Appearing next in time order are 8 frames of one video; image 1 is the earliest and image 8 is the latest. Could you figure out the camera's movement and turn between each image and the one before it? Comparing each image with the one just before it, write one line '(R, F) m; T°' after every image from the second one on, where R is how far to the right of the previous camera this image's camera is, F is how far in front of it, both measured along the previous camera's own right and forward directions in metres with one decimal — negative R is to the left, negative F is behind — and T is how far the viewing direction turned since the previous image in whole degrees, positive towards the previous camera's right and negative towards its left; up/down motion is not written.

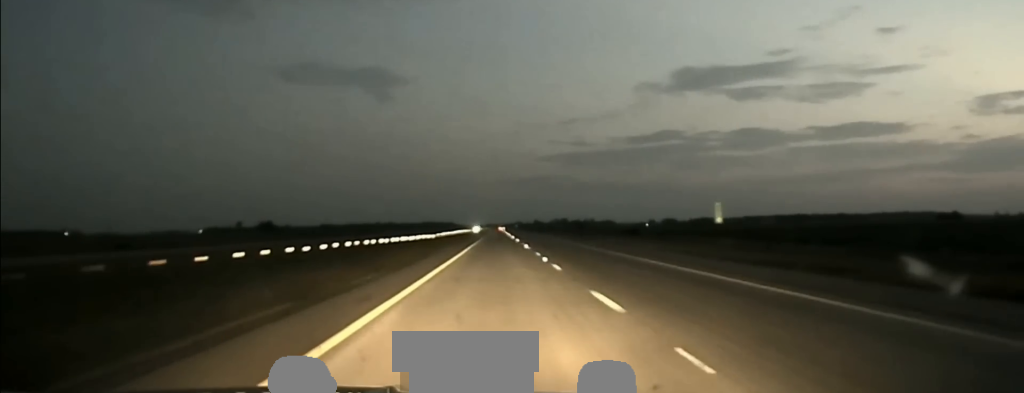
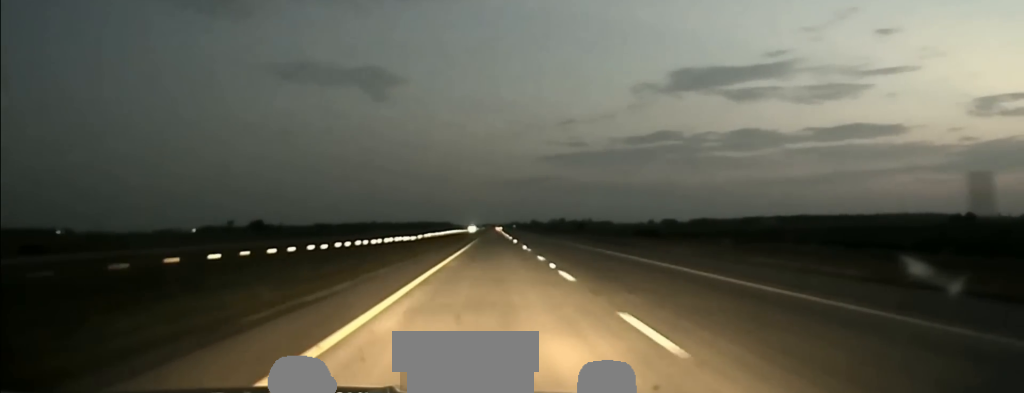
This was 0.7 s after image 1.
(-0.1, +28.3) m; 0°
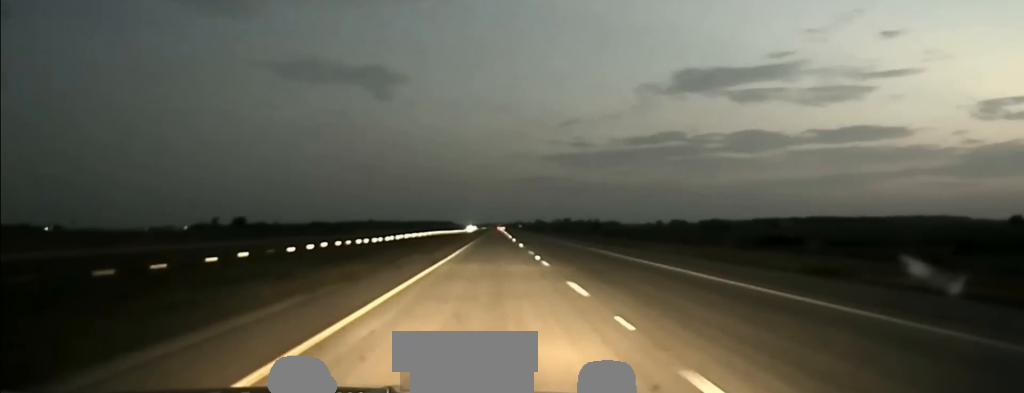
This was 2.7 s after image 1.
(+0.4, +85.8) m; 0°
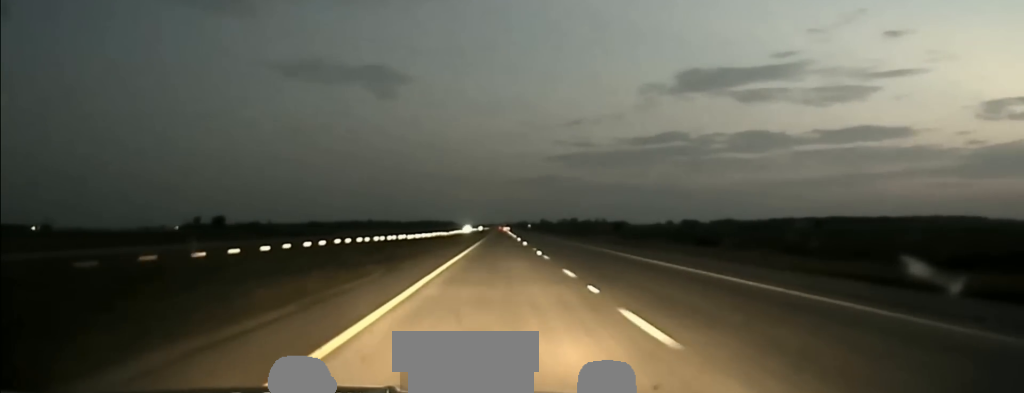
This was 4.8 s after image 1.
(-0.6, +91.6) m; 0°
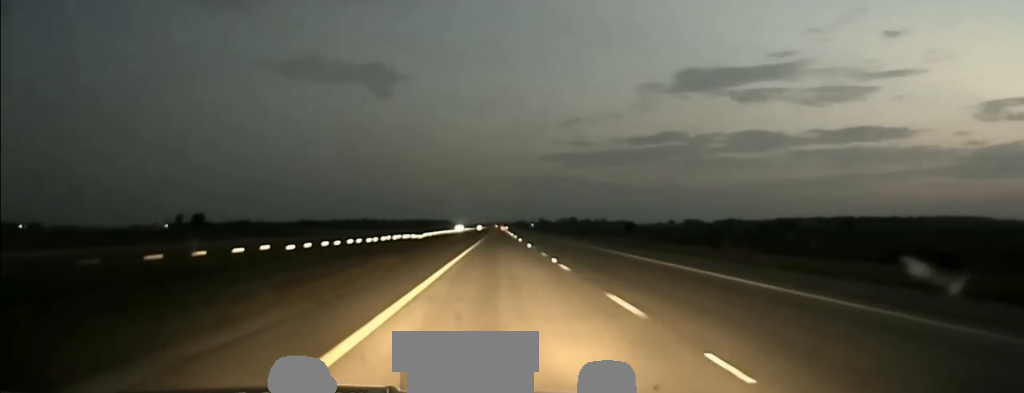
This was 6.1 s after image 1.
(0.0, +59.7) m; 0°
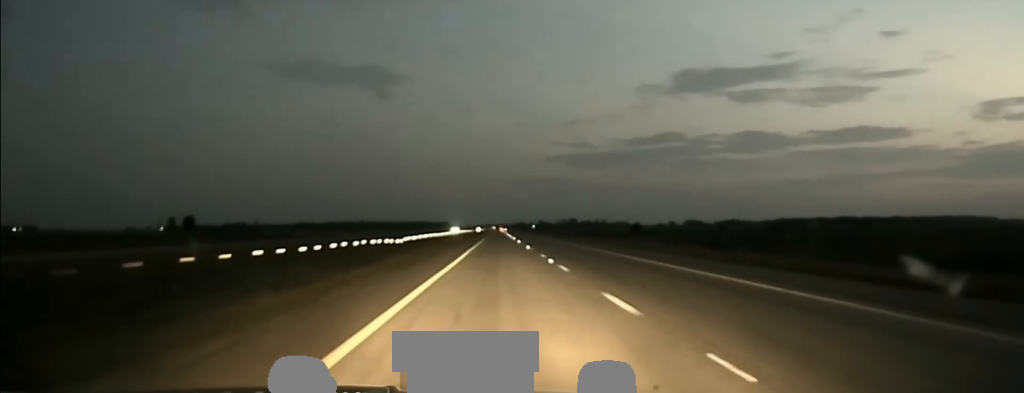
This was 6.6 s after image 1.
(0.0, +24.8) m; 0°
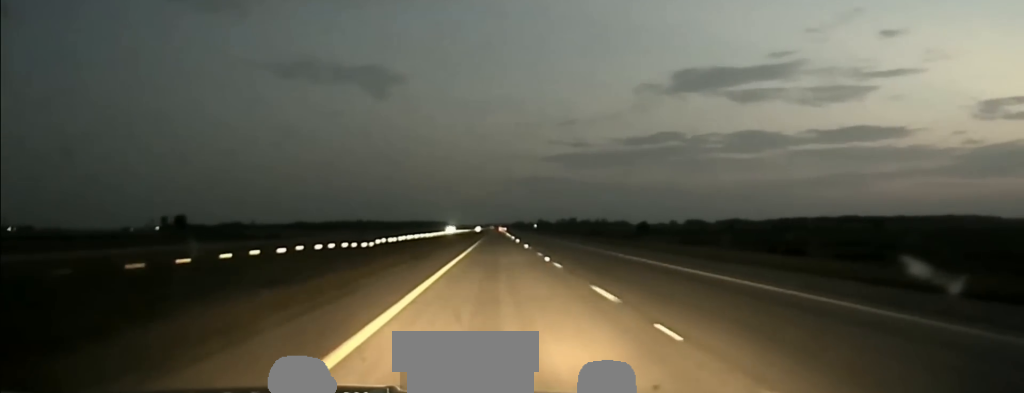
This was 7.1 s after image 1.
(0.0, +22.5) m; 0°
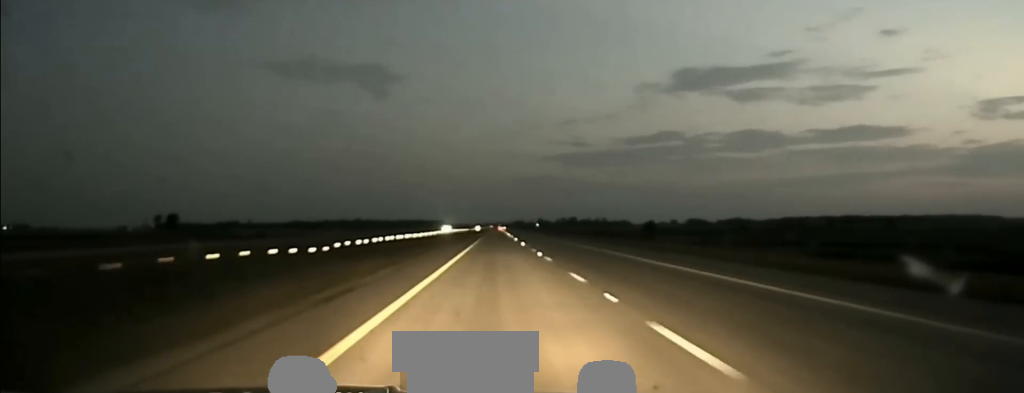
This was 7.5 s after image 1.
(0.0, +20.8) m; 0°
